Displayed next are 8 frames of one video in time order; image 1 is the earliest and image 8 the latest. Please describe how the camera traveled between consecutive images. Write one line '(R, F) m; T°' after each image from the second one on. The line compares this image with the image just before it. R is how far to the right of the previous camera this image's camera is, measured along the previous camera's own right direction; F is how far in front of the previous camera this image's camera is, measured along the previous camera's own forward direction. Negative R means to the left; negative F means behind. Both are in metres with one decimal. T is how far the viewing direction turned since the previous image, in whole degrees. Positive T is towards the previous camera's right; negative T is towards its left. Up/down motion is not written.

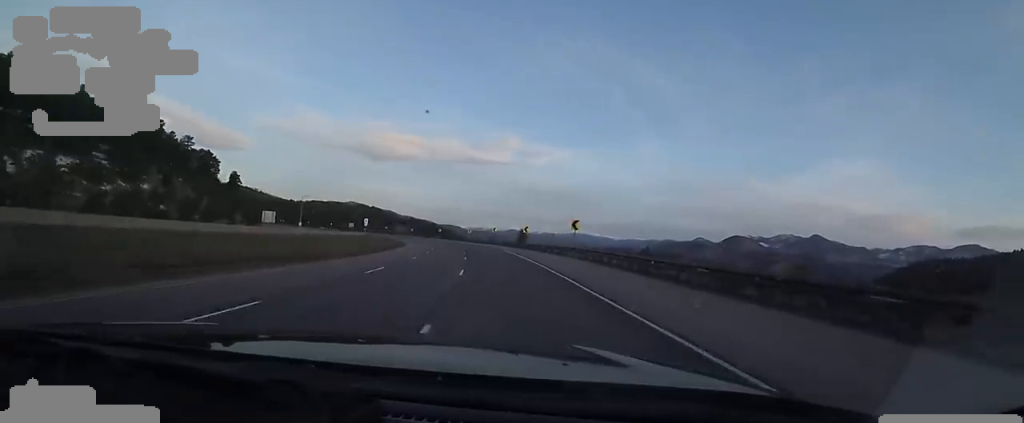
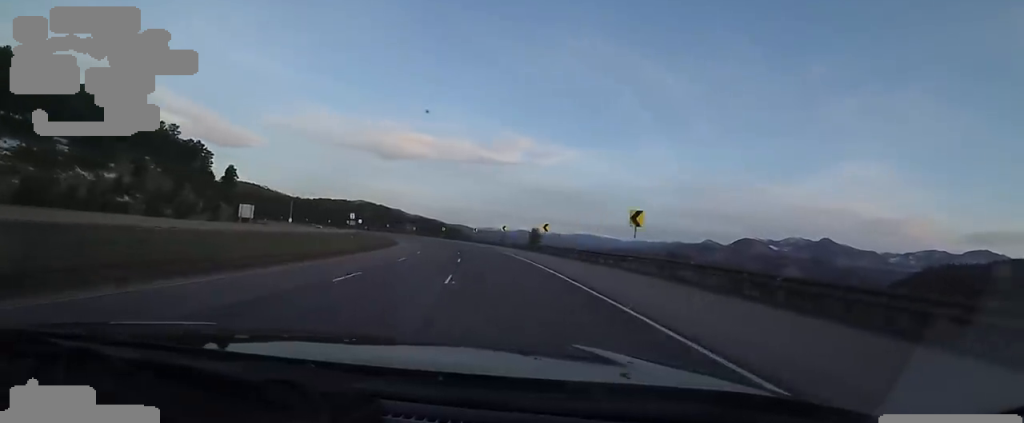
(+0.1, +15.6) m; 0°
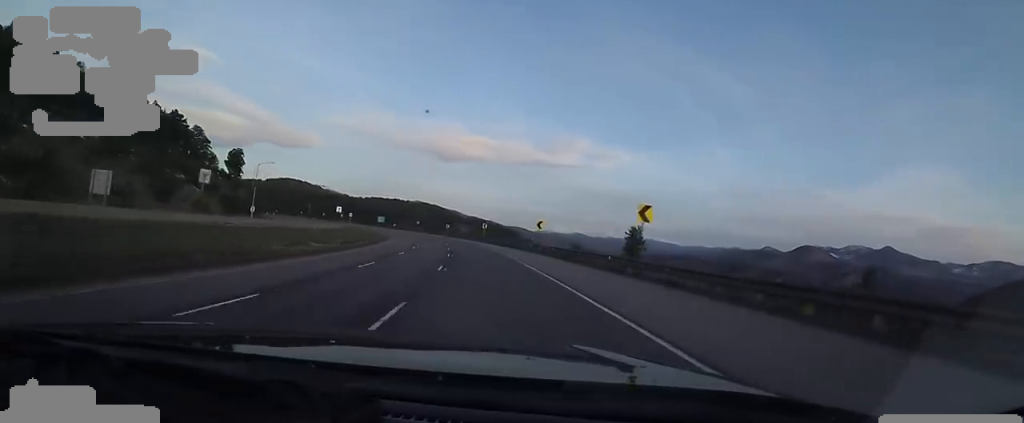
(-1.4, +57.1) m; -4°
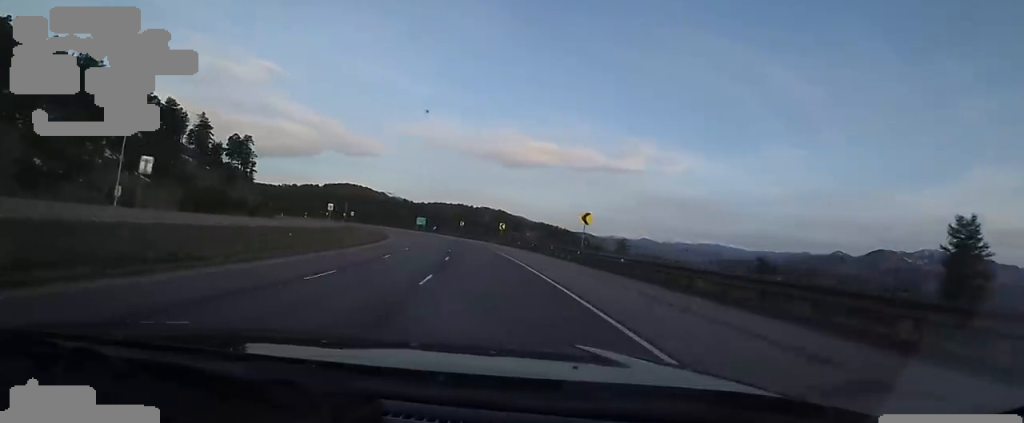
(-2.9, +54.7) m; -7°
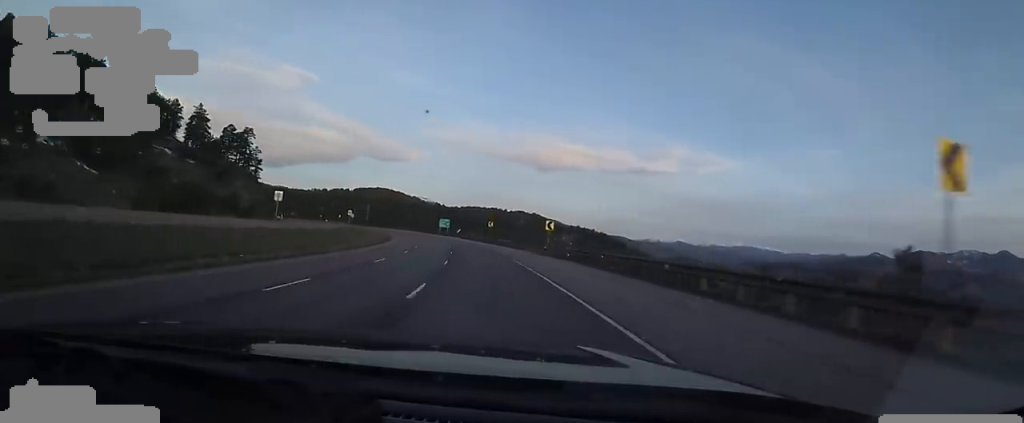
(-1.0, +26.8) m; -5°
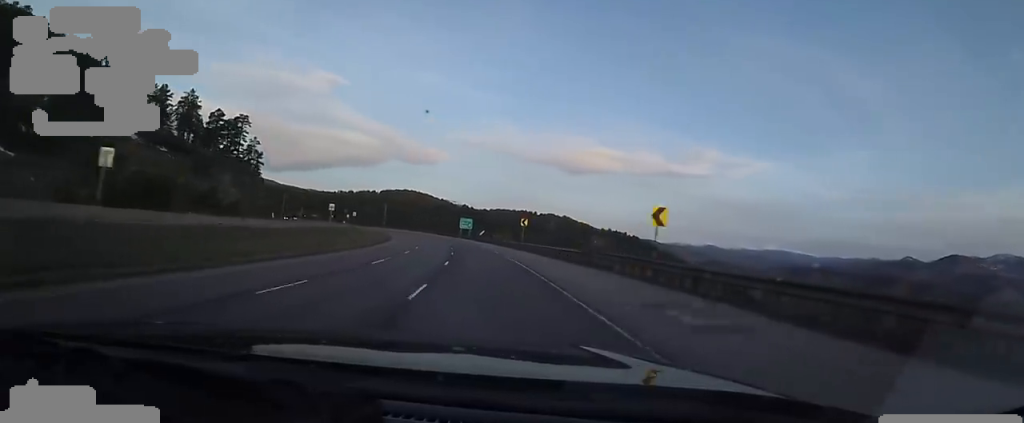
(-1.0, +25.0) m; -5°
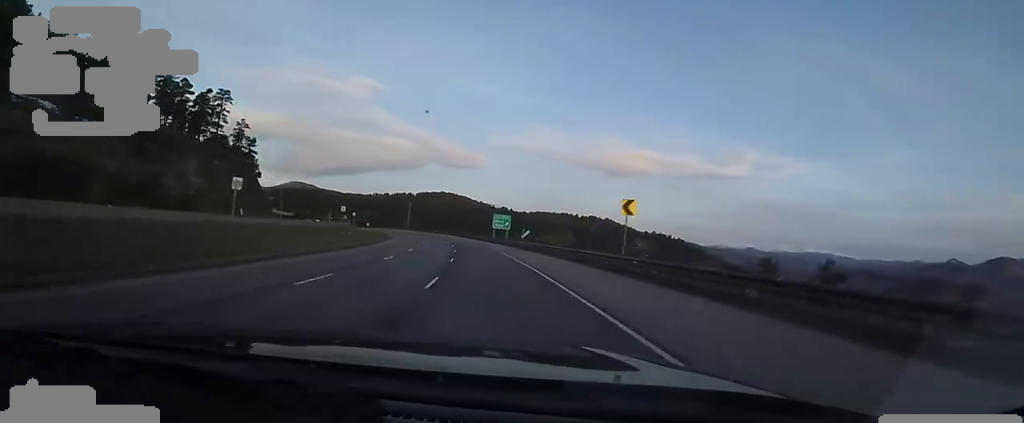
(-1.7, +34.9) m; -6°
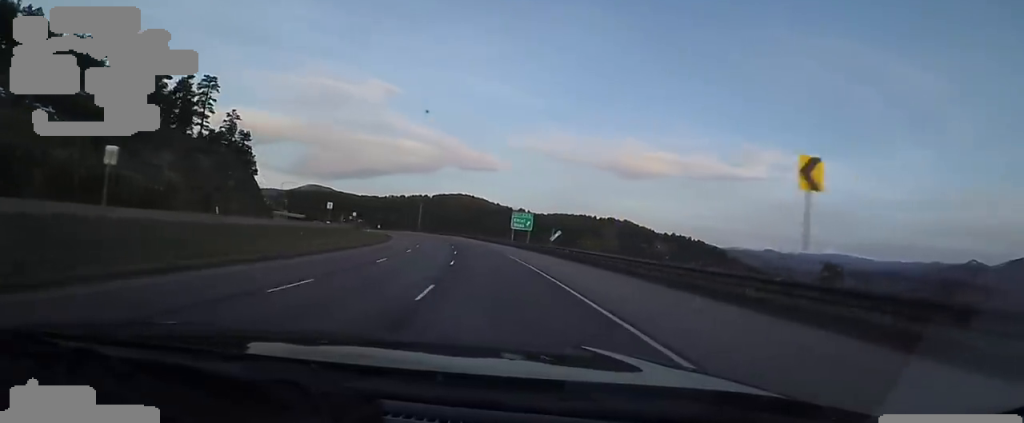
(-0.7, +15.0) m; -2°
